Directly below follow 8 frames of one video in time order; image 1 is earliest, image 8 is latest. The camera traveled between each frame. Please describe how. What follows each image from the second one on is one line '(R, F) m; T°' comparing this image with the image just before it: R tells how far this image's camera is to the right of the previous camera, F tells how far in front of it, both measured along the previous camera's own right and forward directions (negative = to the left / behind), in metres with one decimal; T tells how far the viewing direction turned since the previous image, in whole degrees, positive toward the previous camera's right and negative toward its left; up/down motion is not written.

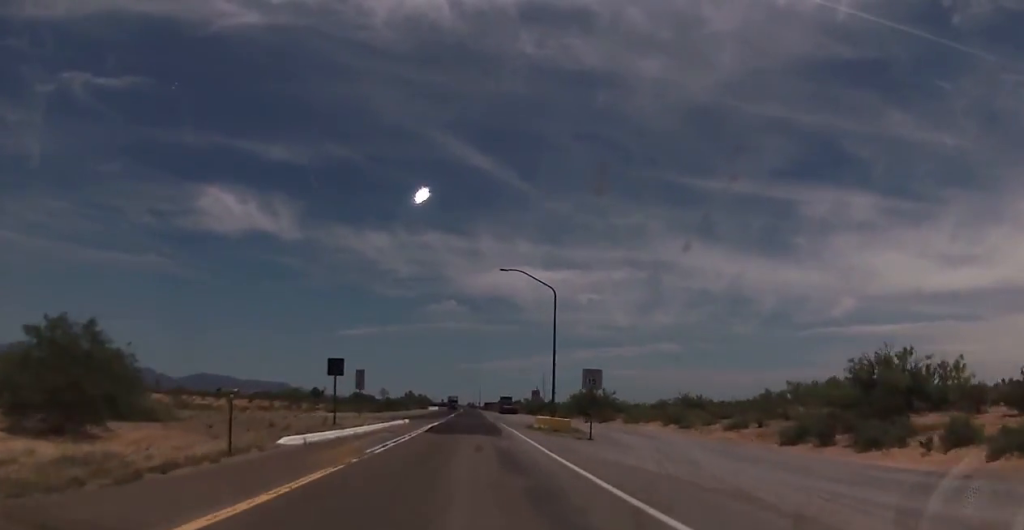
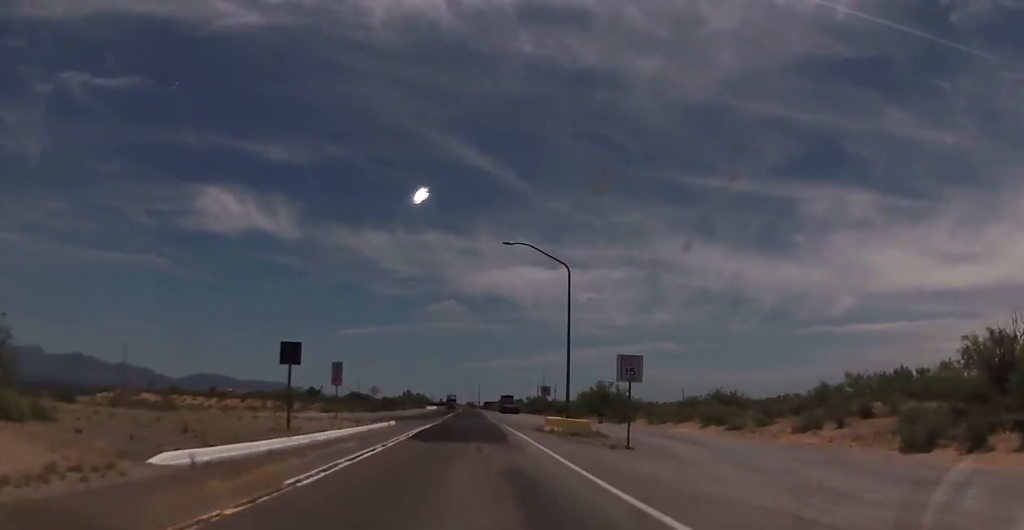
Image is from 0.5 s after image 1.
(+0.2, +7.6) m; +1°
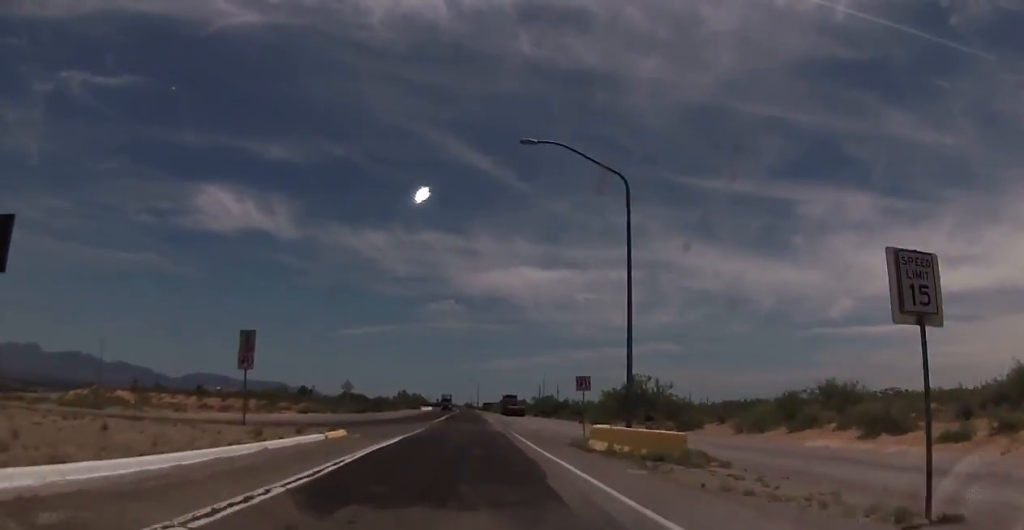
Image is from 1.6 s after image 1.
(+0.2, +16.0) m; +1°
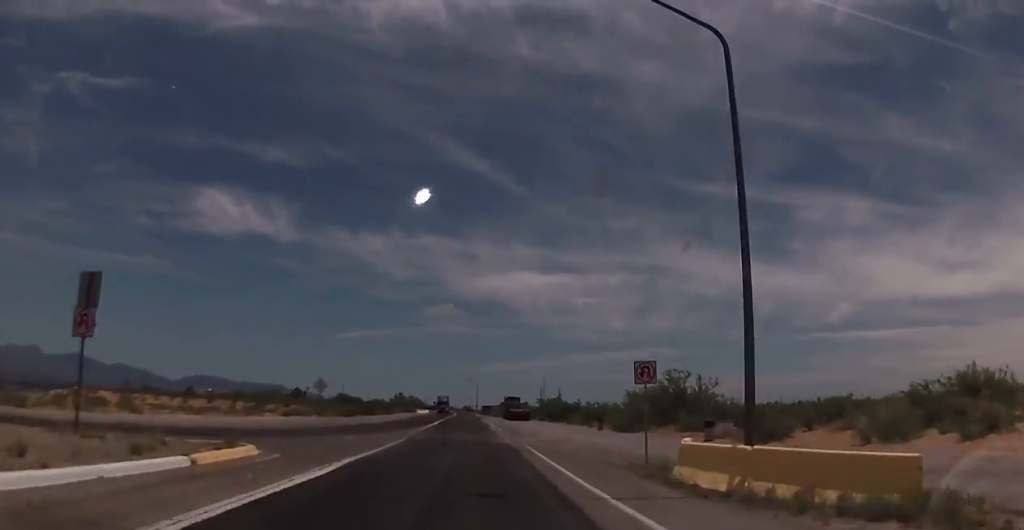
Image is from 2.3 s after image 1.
(0.0, +10.7) m; 0°
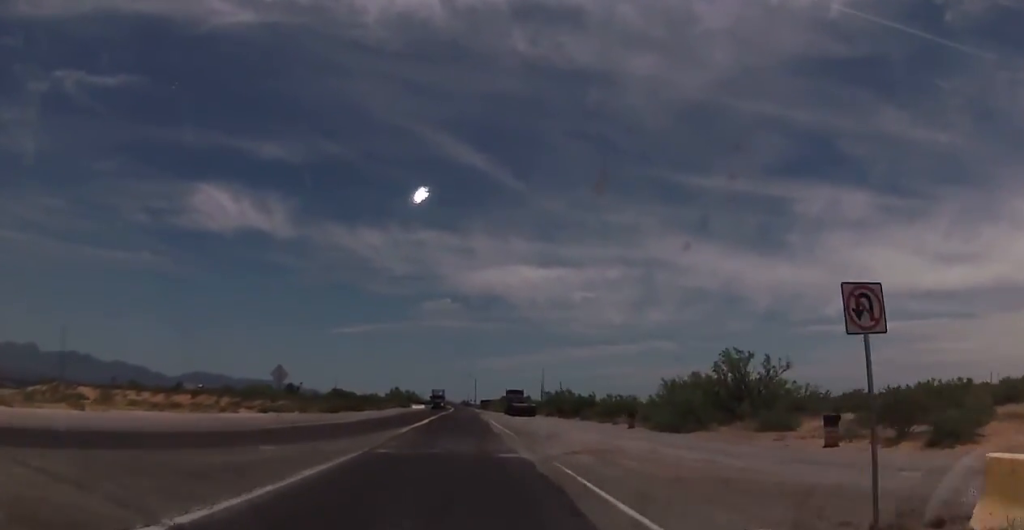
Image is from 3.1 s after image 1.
(0.0, +10.9) m; 0°
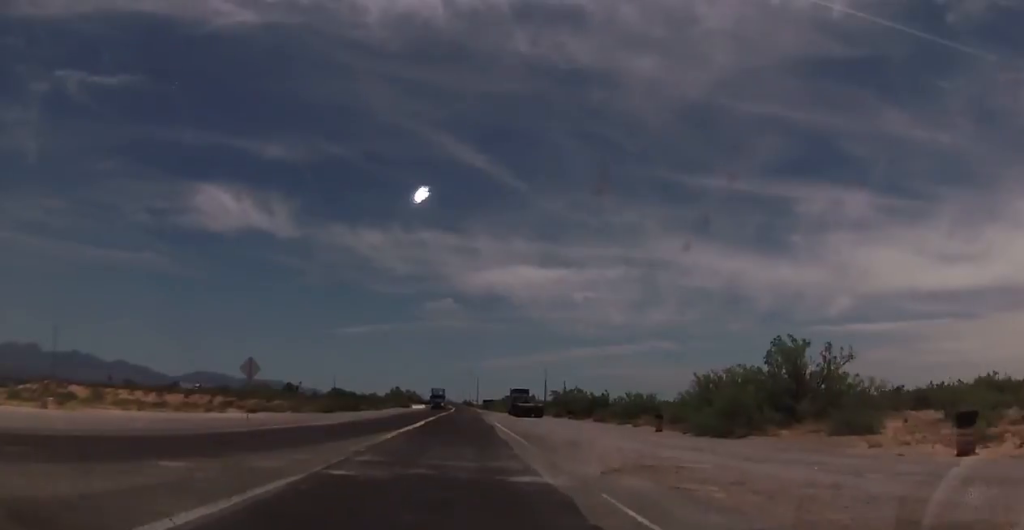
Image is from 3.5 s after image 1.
(0.0, +5.9) m; 0°
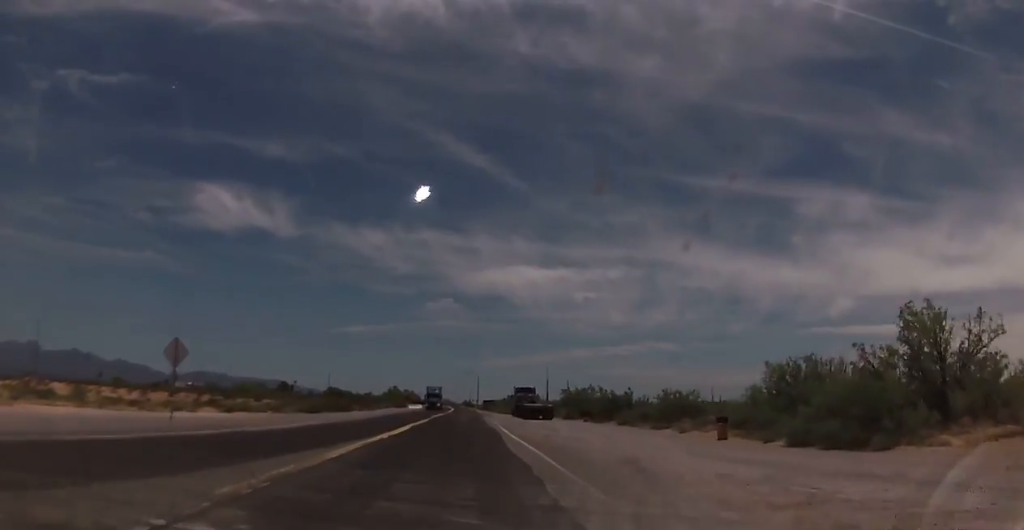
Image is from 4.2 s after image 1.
(0.0, +9.4) m; 0°
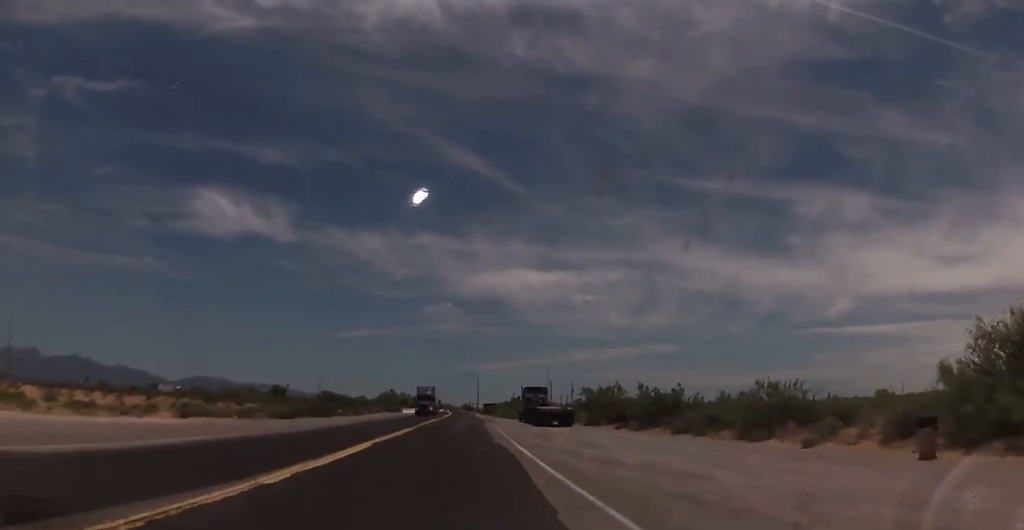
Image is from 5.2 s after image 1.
(0.0, +13.0) m; 0°
